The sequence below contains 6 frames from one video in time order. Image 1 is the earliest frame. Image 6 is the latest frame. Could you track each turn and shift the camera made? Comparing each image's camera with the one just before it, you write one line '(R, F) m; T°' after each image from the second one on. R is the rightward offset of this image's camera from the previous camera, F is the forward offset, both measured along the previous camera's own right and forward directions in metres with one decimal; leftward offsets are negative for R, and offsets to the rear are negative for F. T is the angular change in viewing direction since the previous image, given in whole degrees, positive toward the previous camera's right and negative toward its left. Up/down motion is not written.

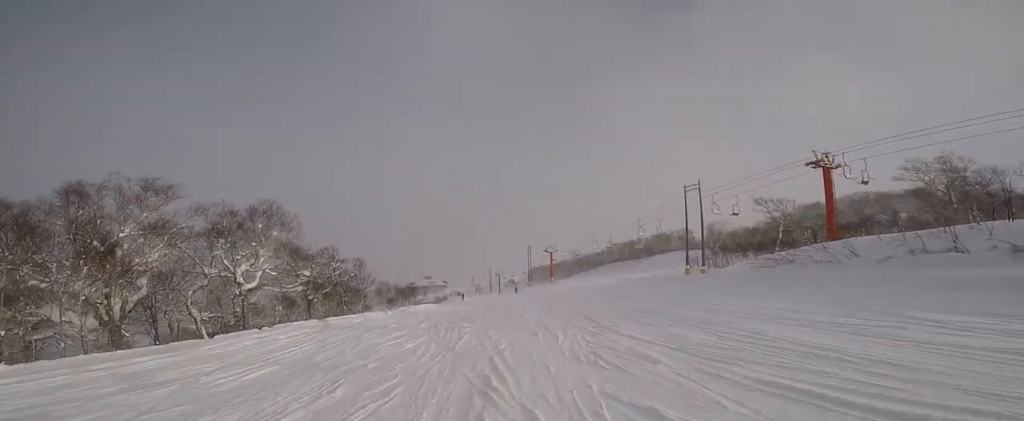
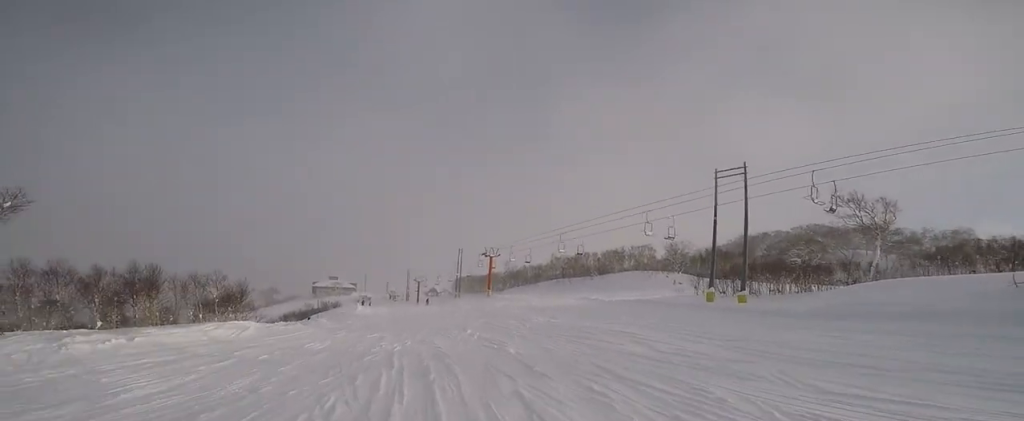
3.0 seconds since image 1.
(+2.0, +23.0) m; +6°
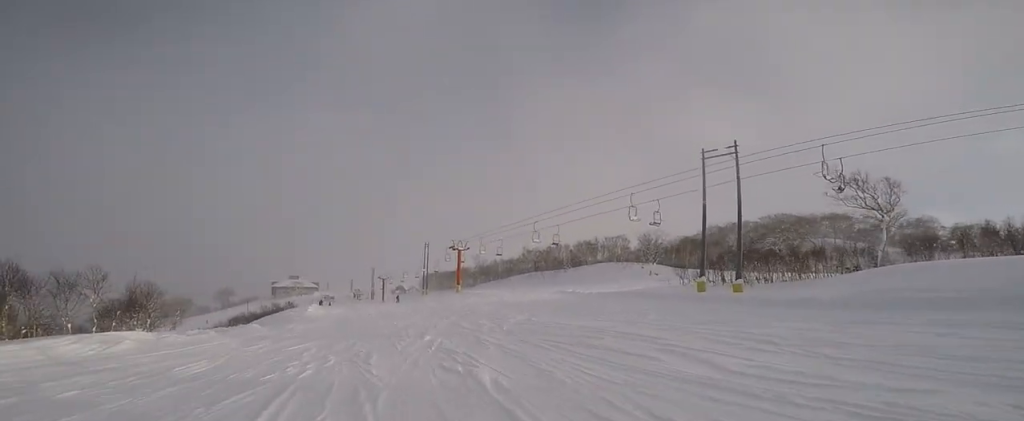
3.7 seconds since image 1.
(-0.7, +4.4) m; 0°
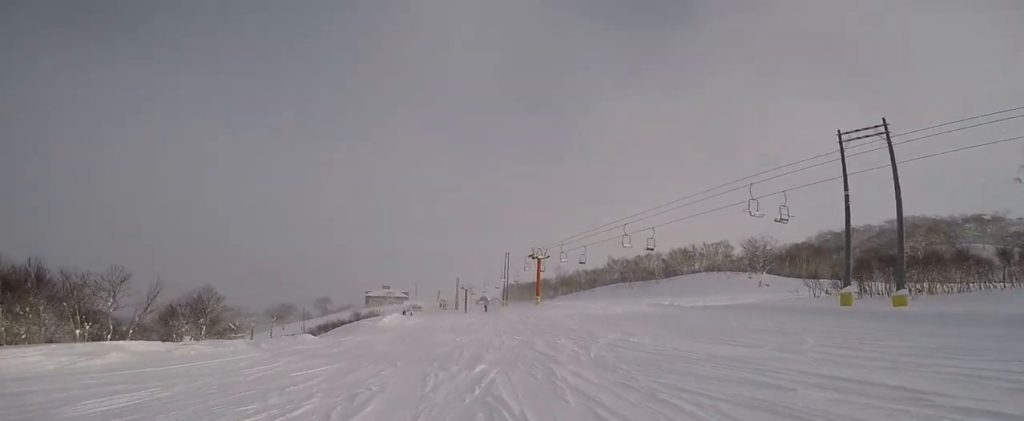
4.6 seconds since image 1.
(+0.3, +5.1) m; 0°
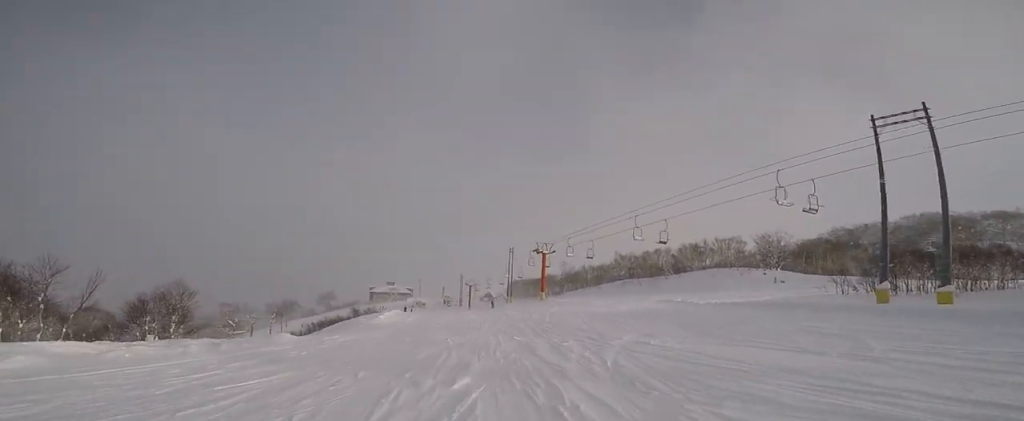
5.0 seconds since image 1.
(+0.4, +2.8) m; 0°
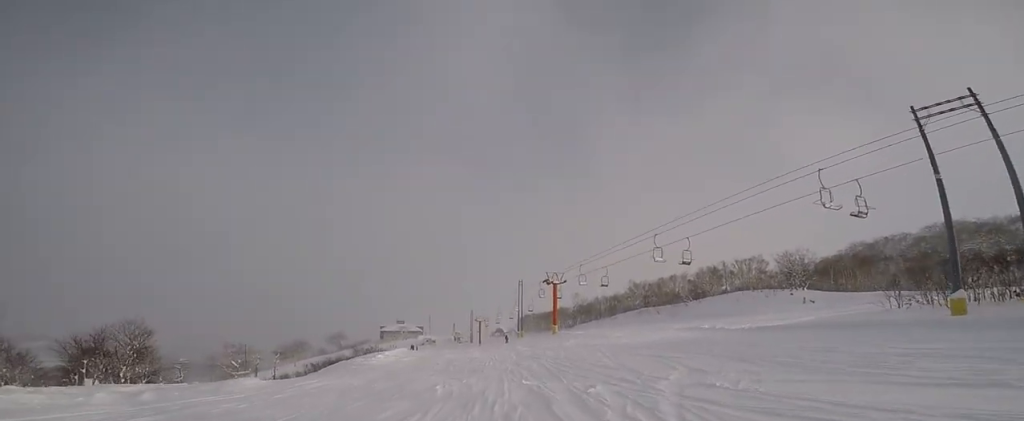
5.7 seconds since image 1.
(-0.7, +3.8) m; 0°
